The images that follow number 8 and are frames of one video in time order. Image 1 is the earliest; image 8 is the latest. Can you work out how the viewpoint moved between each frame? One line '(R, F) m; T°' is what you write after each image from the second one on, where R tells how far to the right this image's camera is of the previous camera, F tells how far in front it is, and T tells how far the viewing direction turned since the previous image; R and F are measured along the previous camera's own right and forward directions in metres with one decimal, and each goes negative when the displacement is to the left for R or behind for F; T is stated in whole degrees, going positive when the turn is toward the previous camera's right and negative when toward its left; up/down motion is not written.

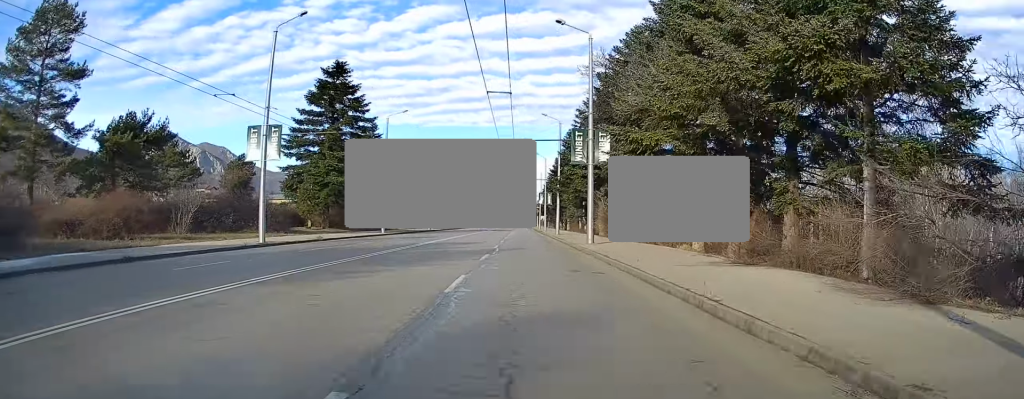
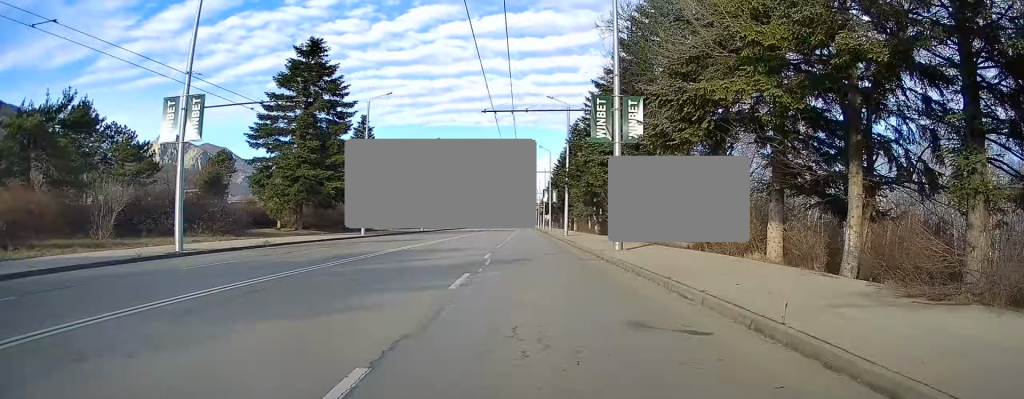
(+0.2, +8.7) m; 0°
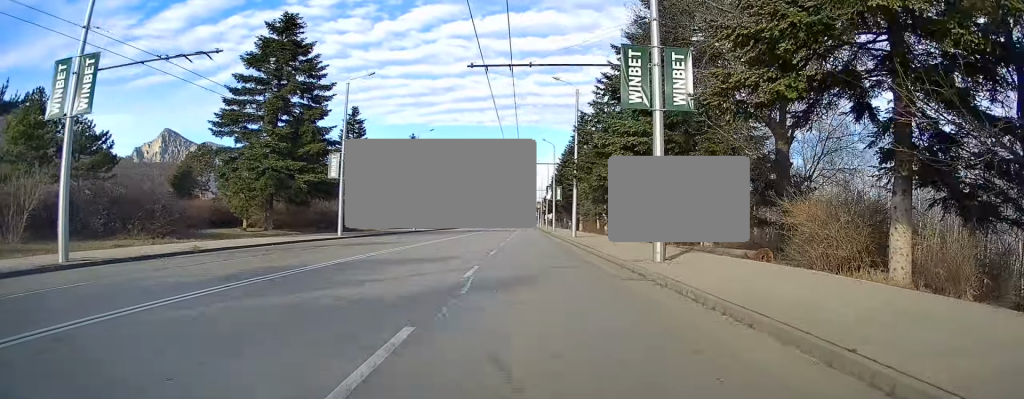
(-0.1, +7.1) m; 0°
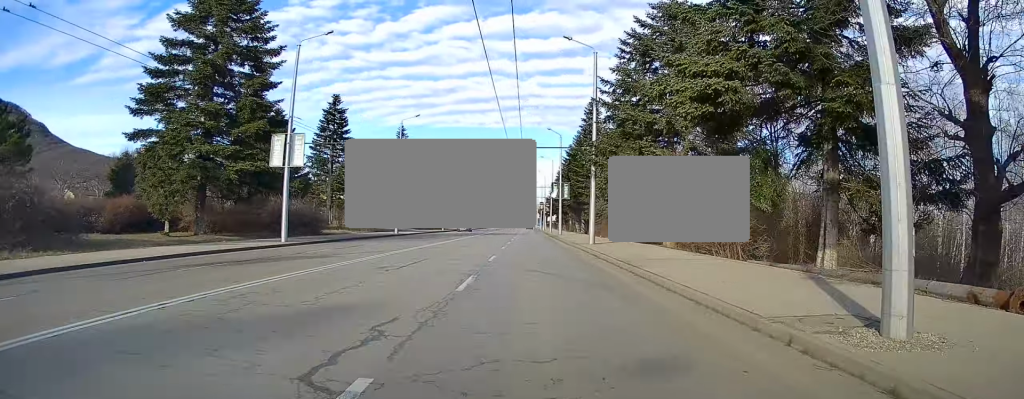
(-0.1, +10.7) m; 0°
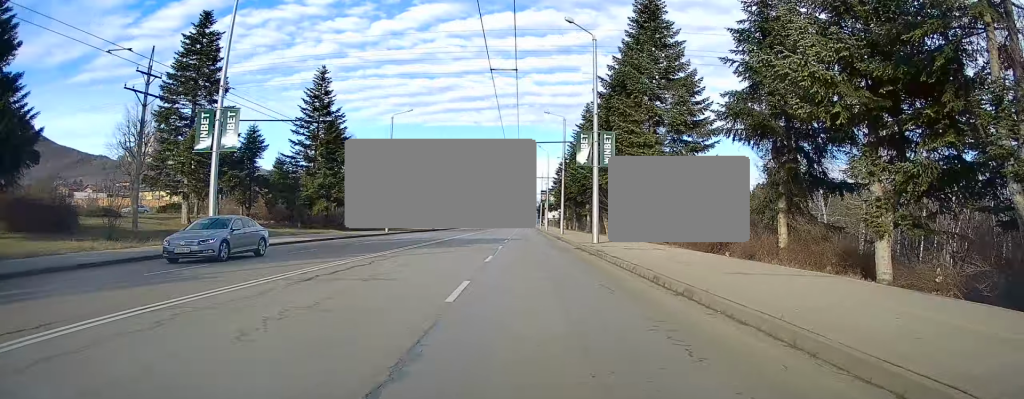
(-0.5, +37.8) m; 0°
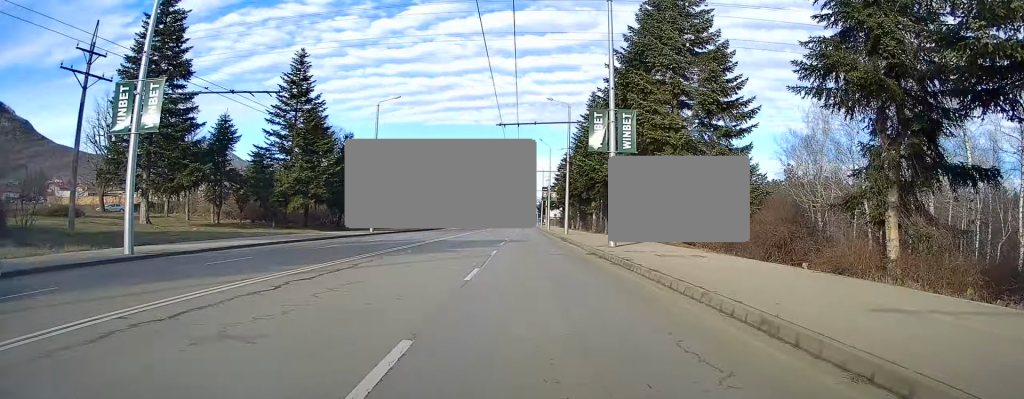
(0.0, +6.1) m; +1°
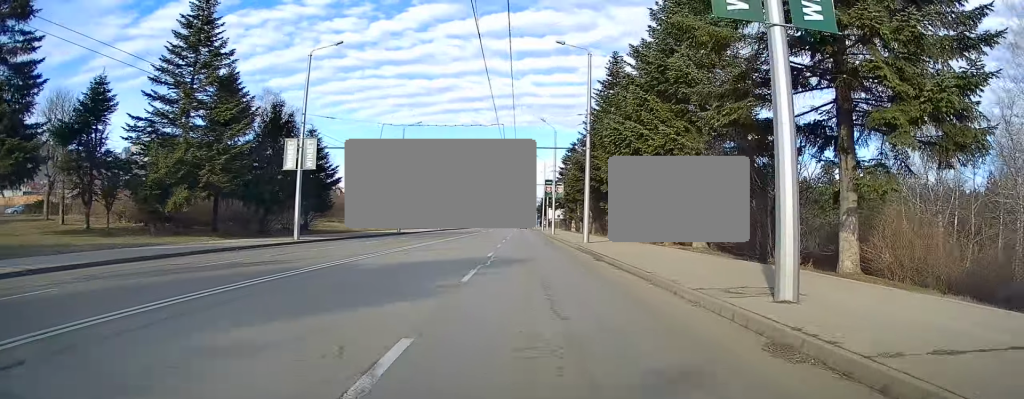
(+0.2, +17.7) m; +1°
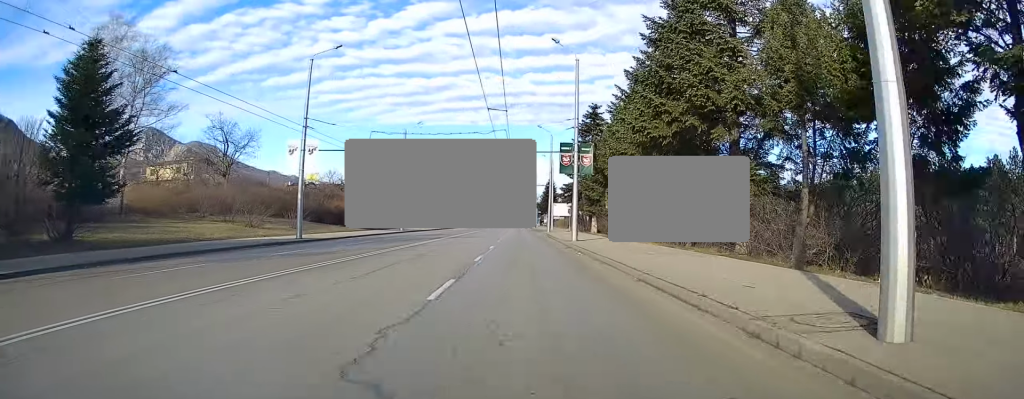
(-0.7, +29.9) m; -2°
